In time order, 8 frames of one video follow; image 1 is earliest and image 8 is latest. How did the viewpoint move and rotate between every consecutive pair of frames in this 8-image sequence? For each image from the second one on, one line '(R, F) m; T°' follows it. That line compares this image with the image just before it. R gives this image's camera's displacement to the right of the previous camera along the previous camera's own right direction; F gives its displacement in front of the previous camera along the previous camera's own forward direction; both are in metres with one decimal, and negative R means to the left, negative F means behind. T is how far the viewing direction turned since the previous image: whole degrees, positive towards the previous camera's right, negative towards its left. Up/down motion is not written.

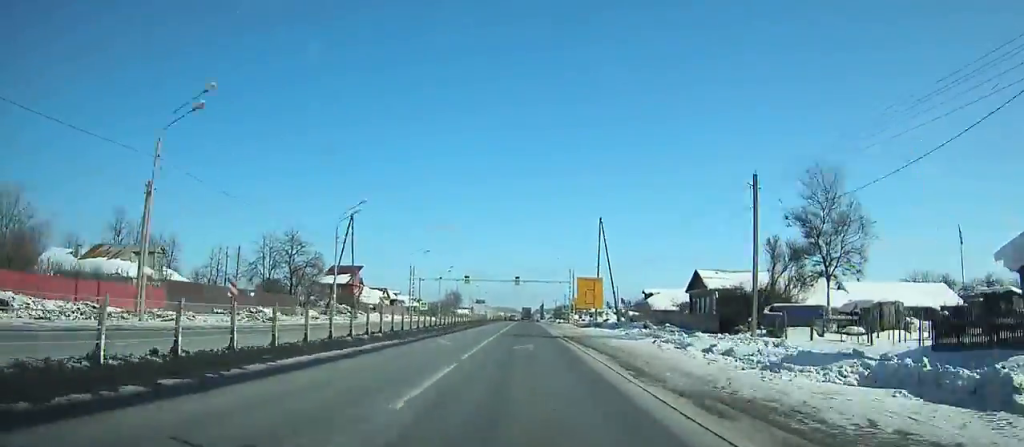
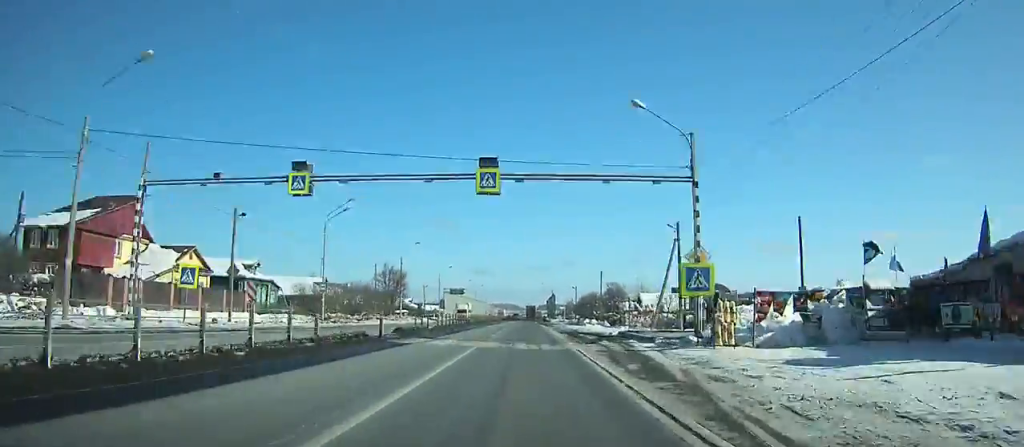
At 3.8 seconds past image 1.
(+0.2, +71.8) m; 0°
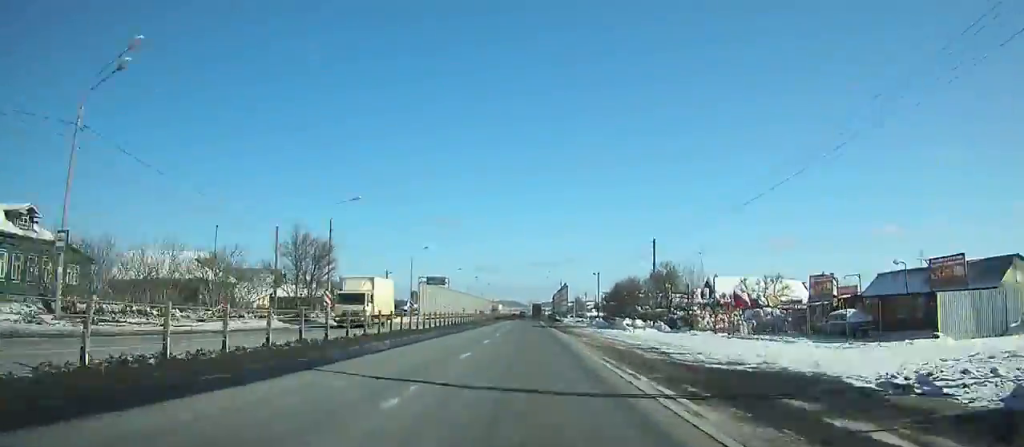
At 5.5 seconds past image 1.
(0.0, +32.0) m; 0°
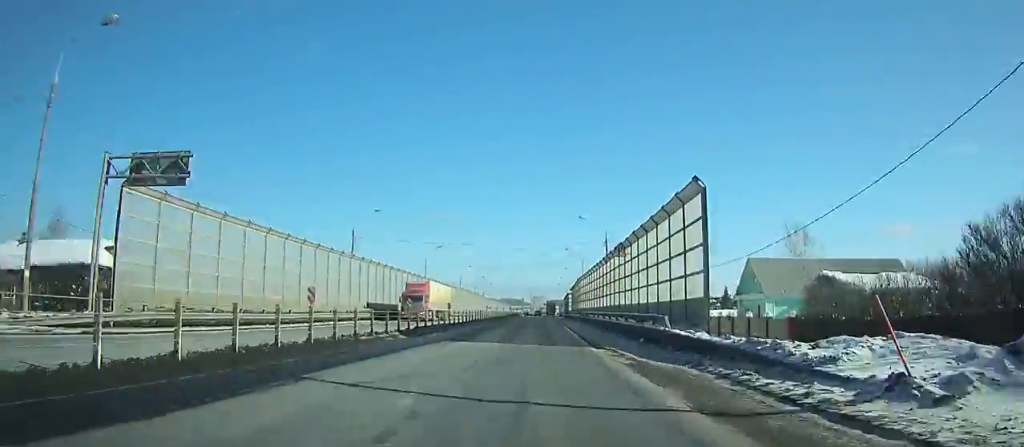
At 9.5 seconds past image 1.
(0.0, +75.7) m; 0°
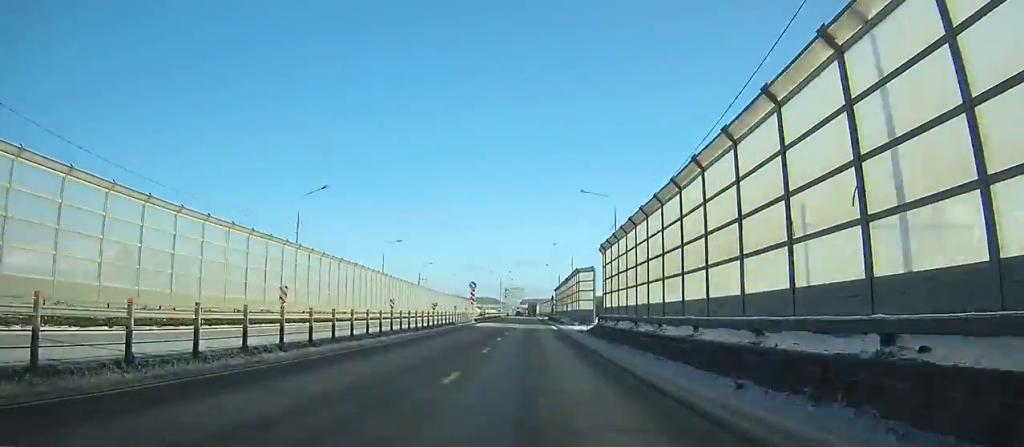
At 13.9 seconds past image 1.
(+0.8, +85.4) m; +1°
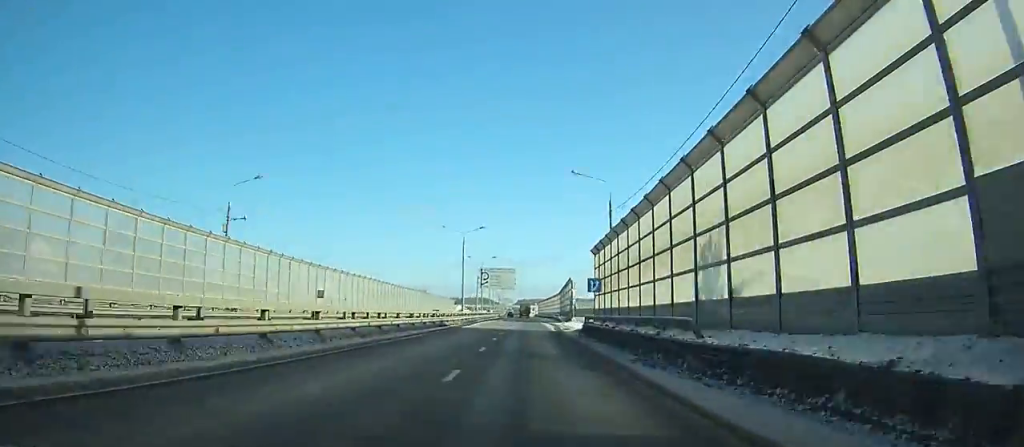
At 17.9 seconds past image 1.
(+0.4, +80.9) m; 0°
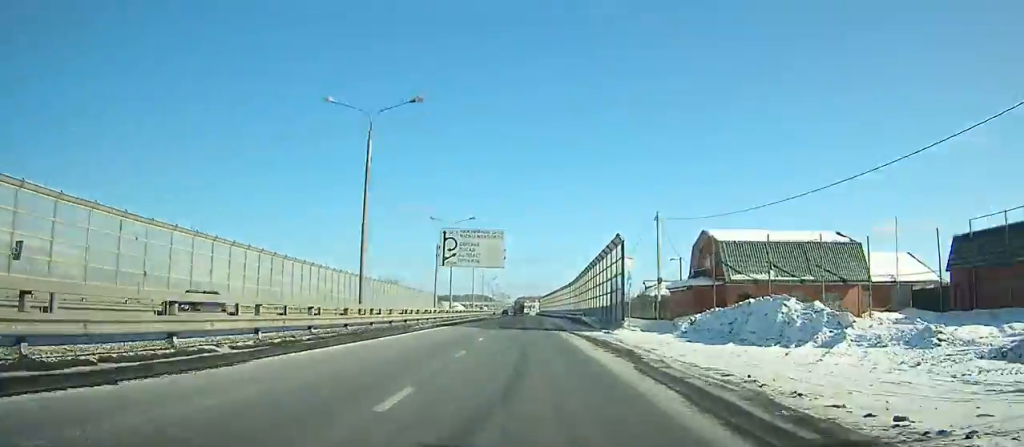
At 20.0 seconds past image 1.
(0.0, +43.5) m; 0°
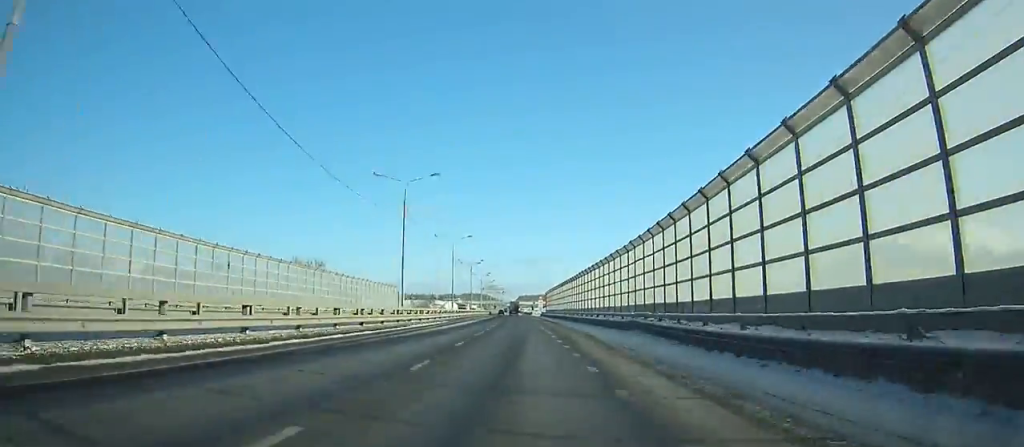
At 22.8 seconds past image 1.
(+0.1, +59.2) m; 0°
